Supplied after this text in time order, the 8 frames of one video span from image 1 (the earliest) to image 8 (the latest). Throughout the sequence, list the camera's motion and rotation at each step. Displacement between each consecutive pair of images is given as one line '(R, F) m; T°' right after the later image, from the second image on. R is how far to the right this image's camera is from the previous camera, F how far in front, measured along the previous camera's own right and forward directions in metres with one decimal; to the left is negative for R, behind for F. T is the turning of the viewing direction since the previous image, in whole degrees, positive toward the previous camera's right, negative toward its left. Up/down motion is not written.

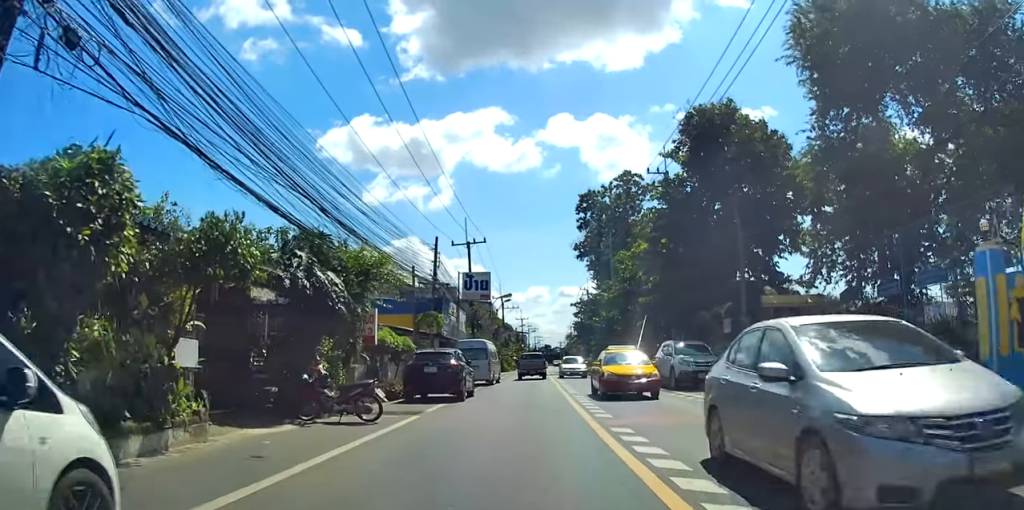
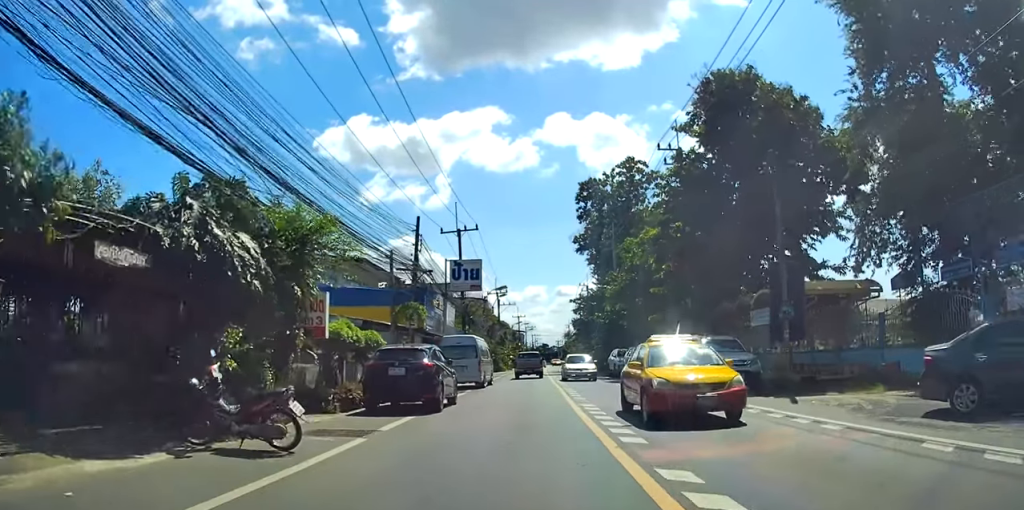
(+0.3, +4.6) m; 0°
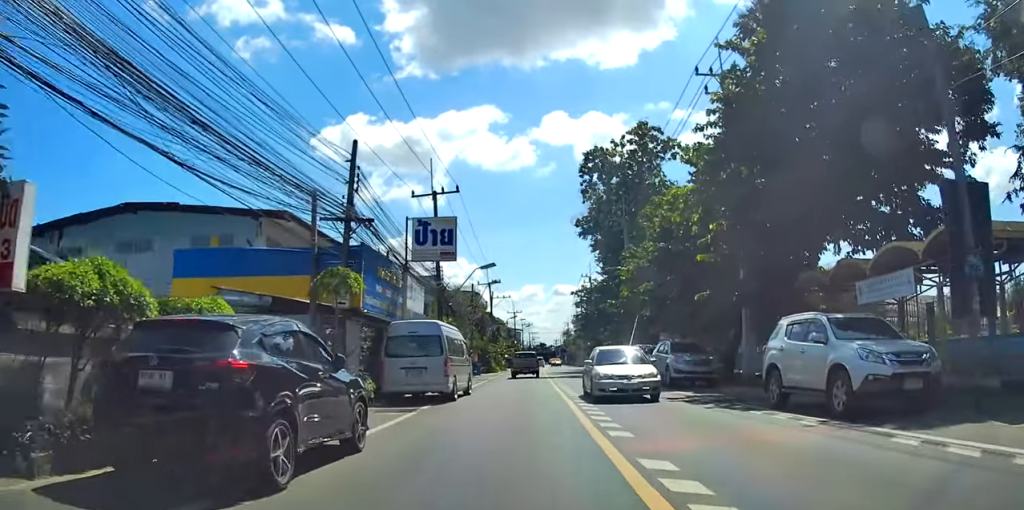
(-0.3, +9.5) m; +1°
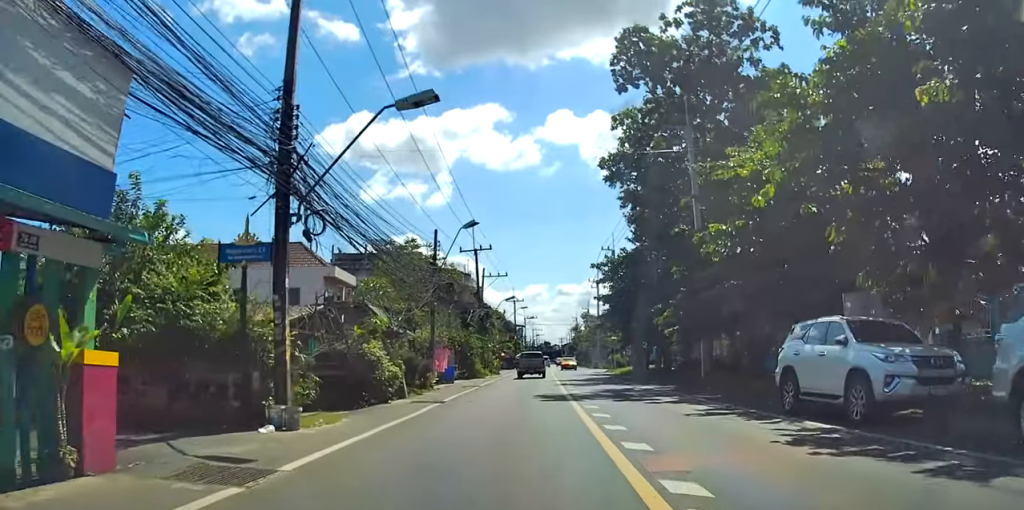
(+1.1, +21.0) m; +3°
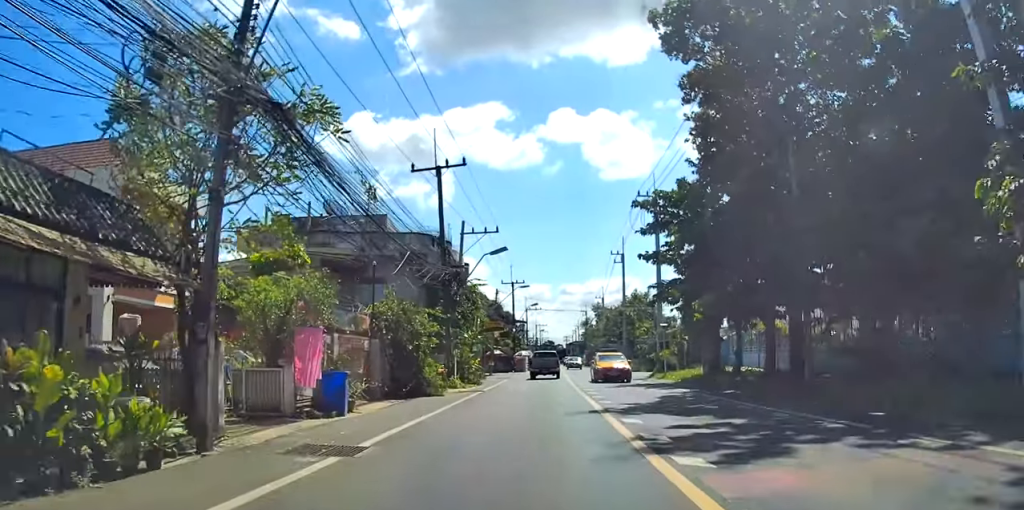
(-0.2, +21.2) m; 0°
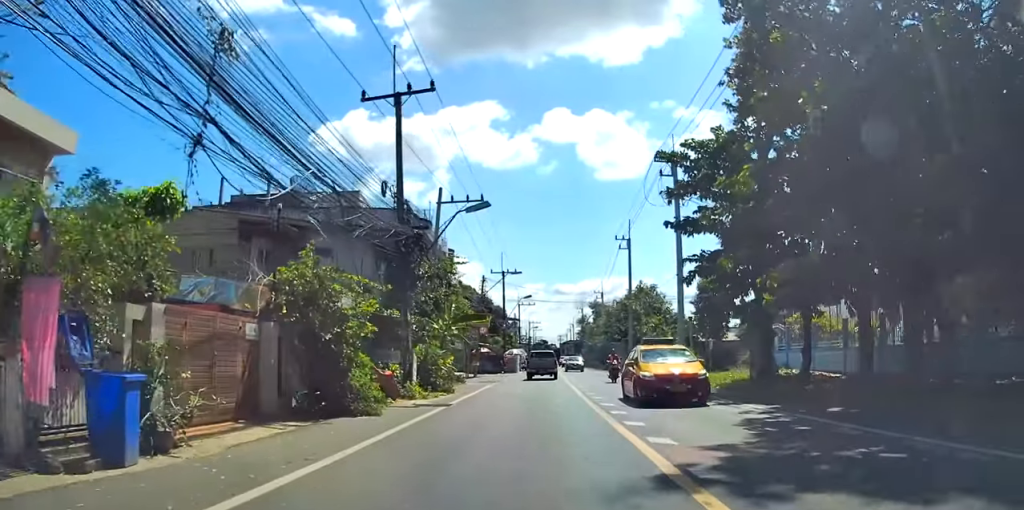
(+0.1, +7.8) m; 0°
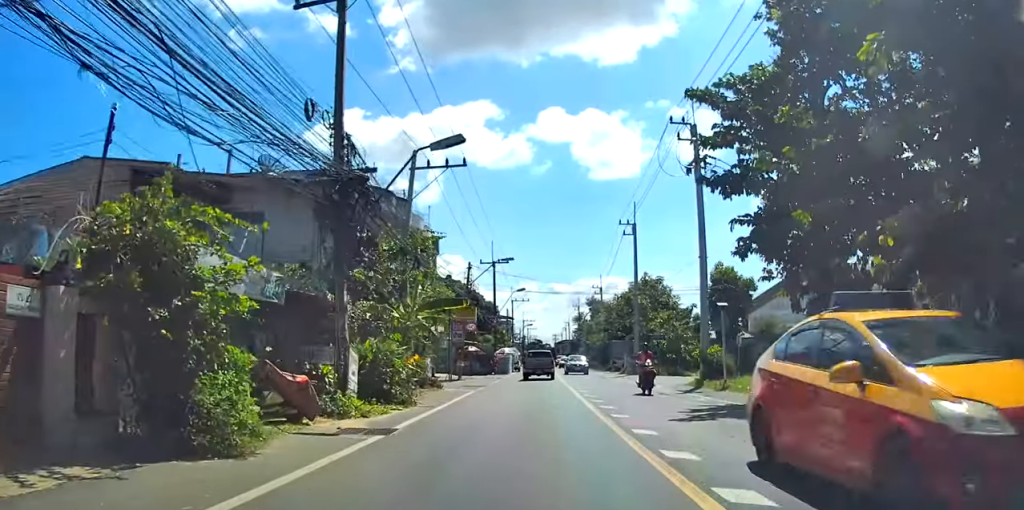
(0.0, +6.3) m; 0°
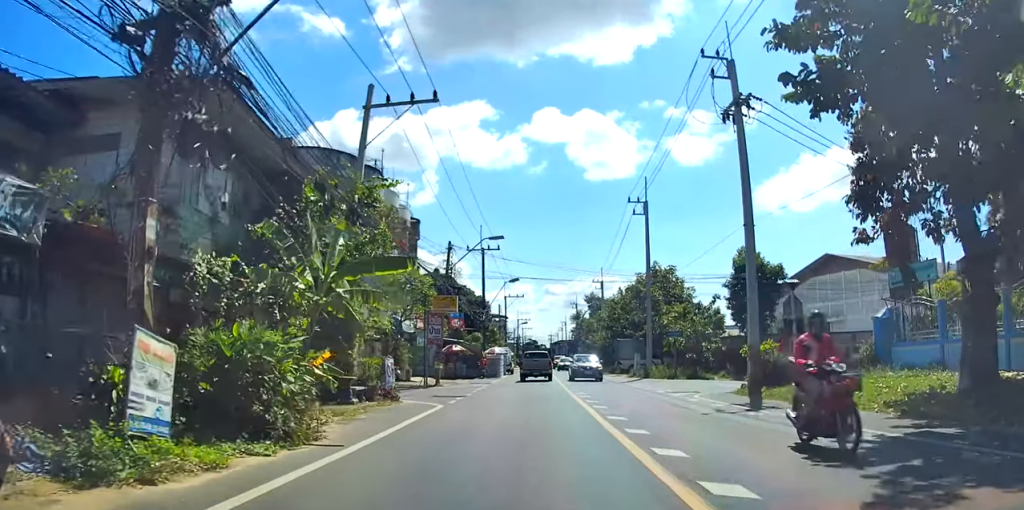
(0.0, +7.3) m; -2°
